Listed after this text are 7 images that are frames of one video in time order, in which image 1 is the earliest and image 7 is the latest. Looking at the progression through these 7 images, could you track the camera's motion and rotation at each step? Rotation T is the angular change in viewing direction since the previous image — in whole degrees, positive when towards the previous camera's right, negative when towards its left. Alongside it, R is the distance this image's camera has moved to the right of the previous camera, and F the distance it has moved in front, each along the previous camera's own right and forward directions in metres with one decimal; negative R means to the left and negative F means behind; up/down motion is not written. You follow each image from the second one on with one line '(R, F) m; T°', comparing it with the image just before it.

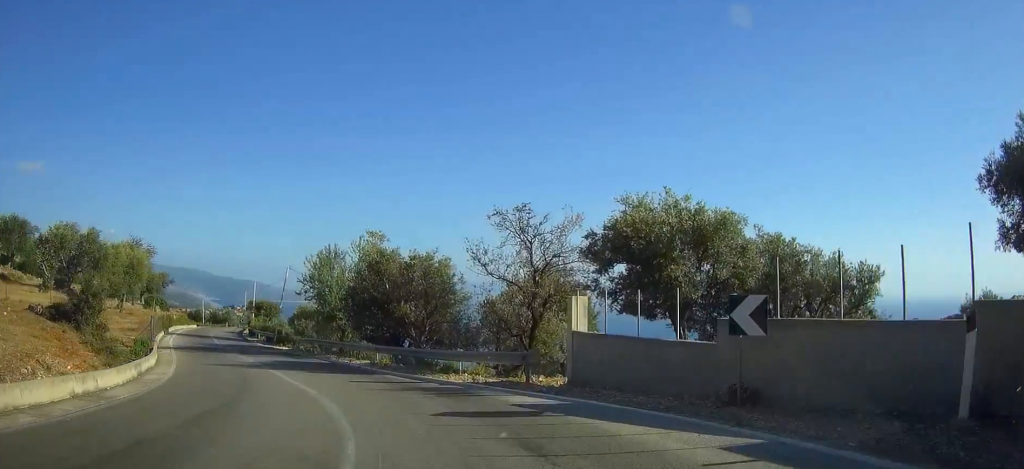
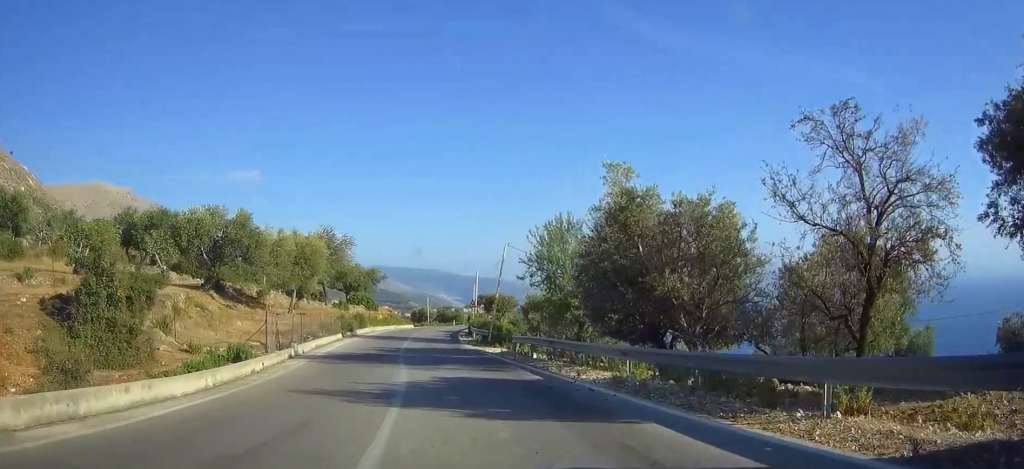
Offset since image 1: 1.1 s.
(-2.0, +11.7) m; -18°
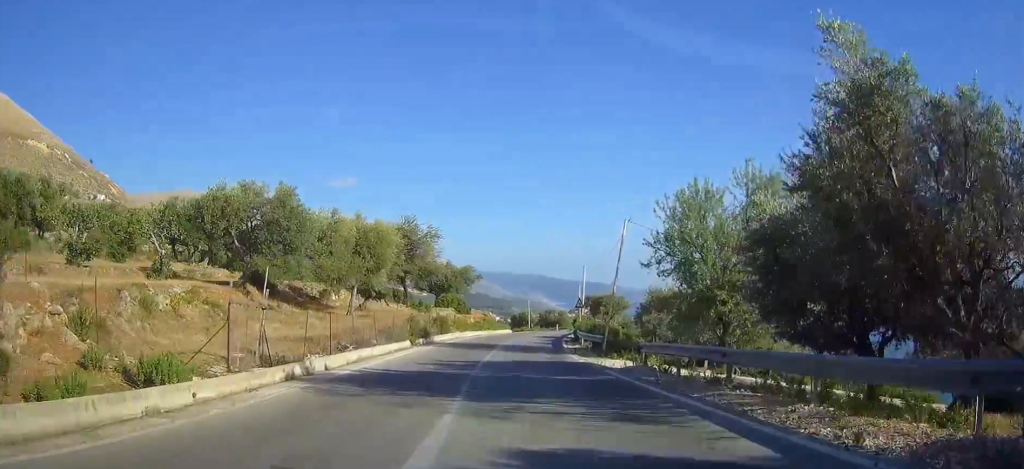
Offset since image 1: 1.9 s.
(-1.1, +9.4) m; -8°
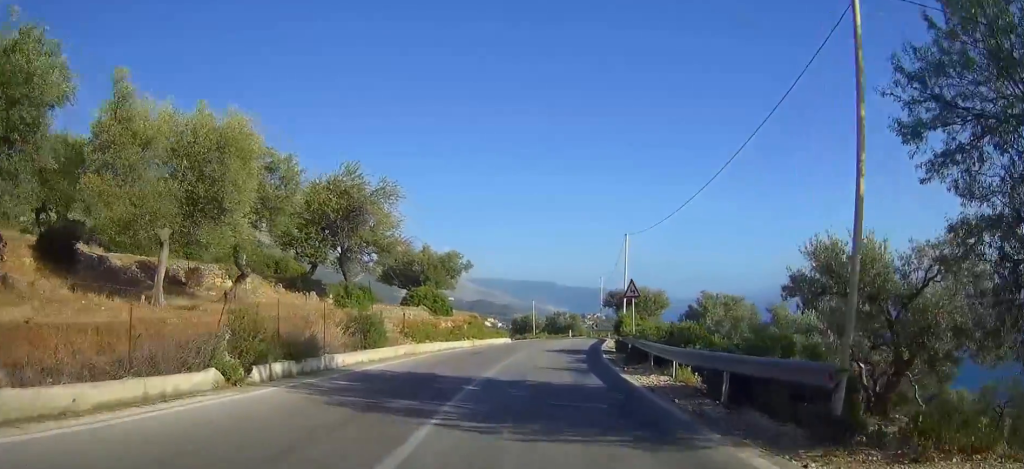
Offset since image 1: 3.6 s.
(-1.0, +21.3) m; -2°
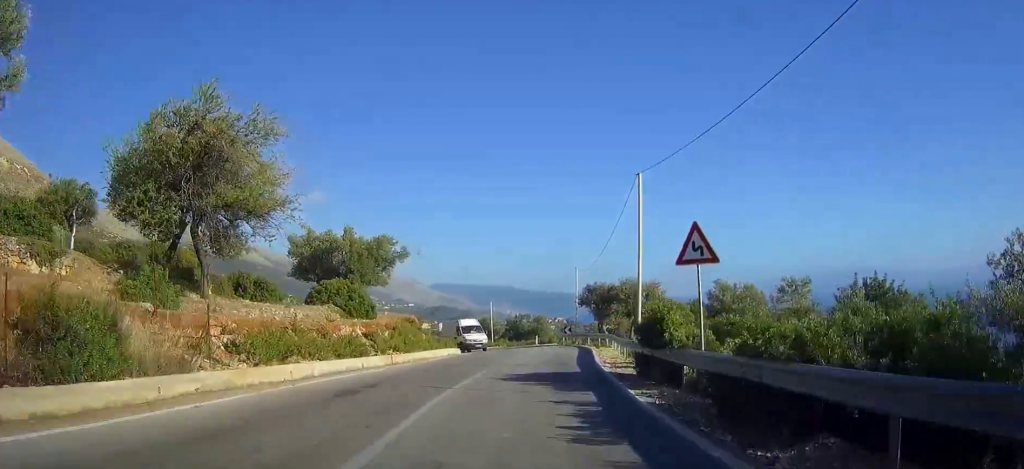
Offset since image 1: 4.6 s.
(+0.2, +14.7) m; +2°
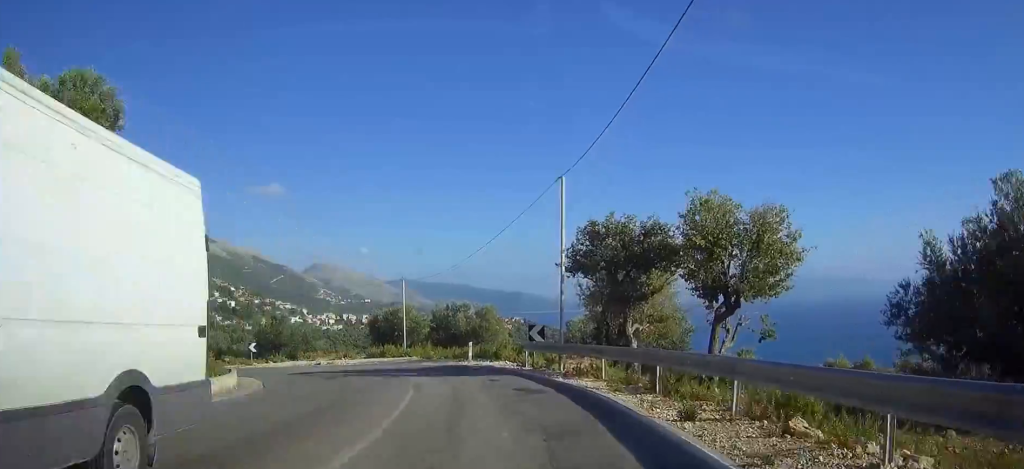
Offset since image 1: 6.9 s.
(+0.8, +32.3) m; +1°
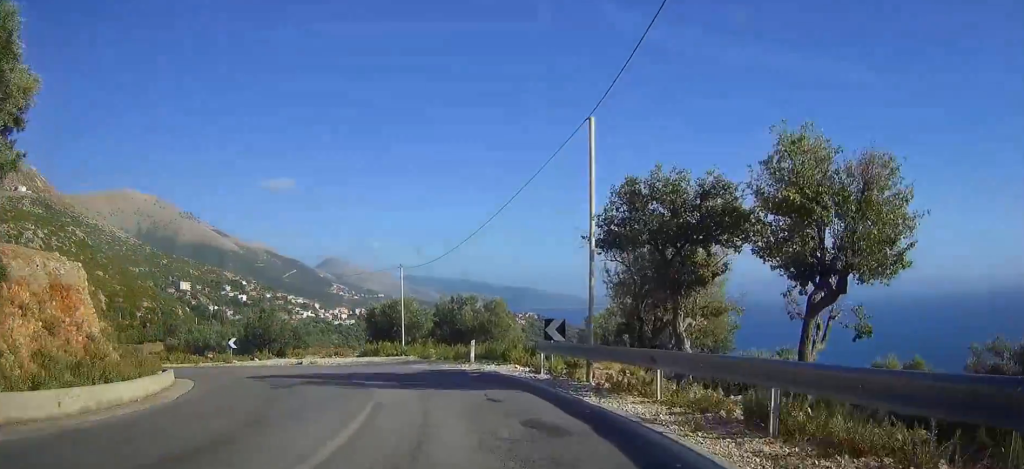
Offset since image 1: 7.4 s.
(0.0, +6.2) m; -2°
